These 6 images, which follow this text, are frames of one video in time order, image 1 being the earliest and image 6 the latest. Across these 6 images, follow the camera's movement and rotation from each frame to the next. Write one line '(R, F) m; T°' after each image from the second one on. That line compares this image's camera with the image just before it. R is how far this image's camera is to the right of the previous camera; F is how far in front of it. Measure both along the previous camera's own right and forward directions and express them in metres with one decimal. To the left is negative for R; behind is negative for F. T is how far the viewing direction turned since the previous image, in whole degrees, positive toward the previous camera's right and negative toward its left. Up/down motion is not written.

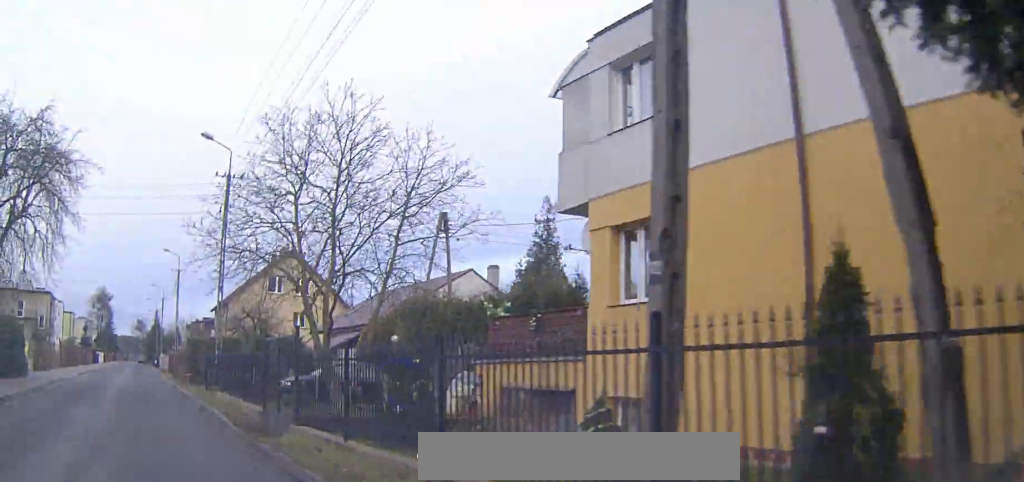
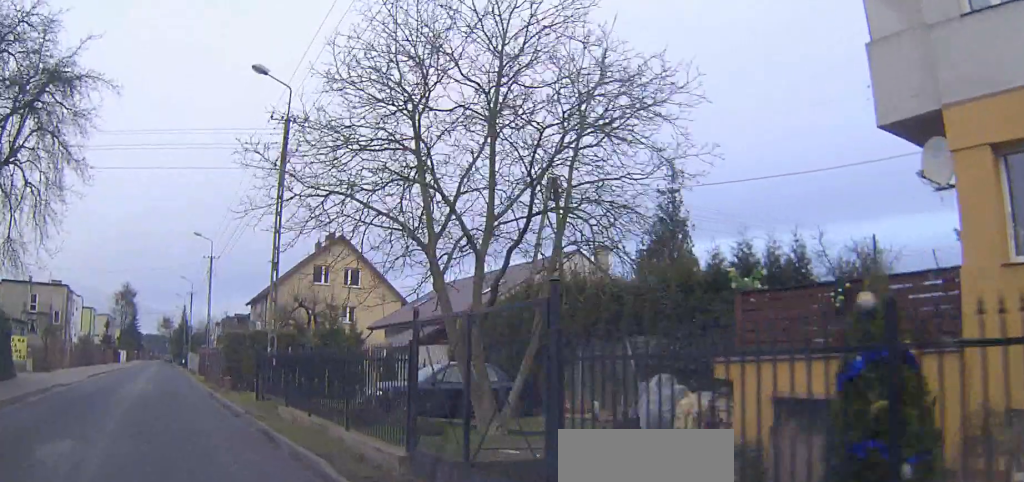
(-0.2, +6.7) m; -3°
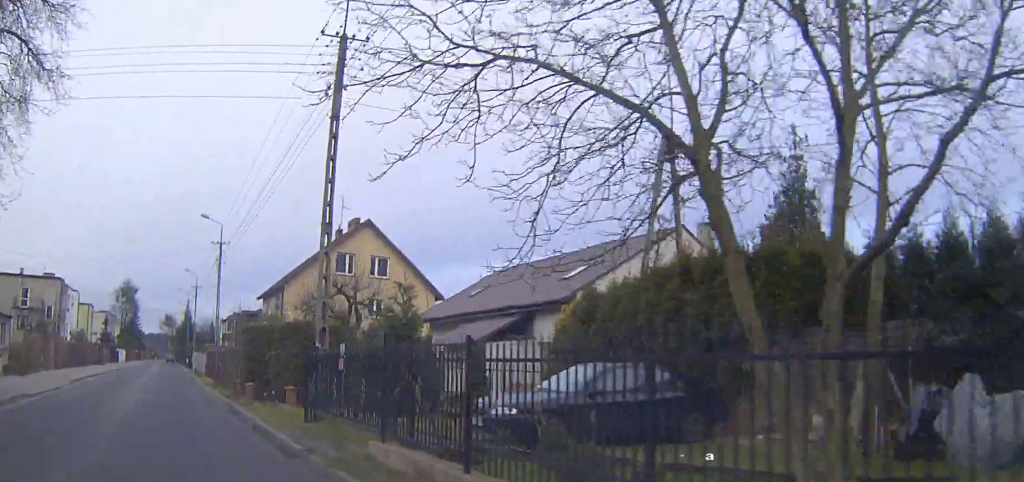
(-0.1, +6.4) m; -3°
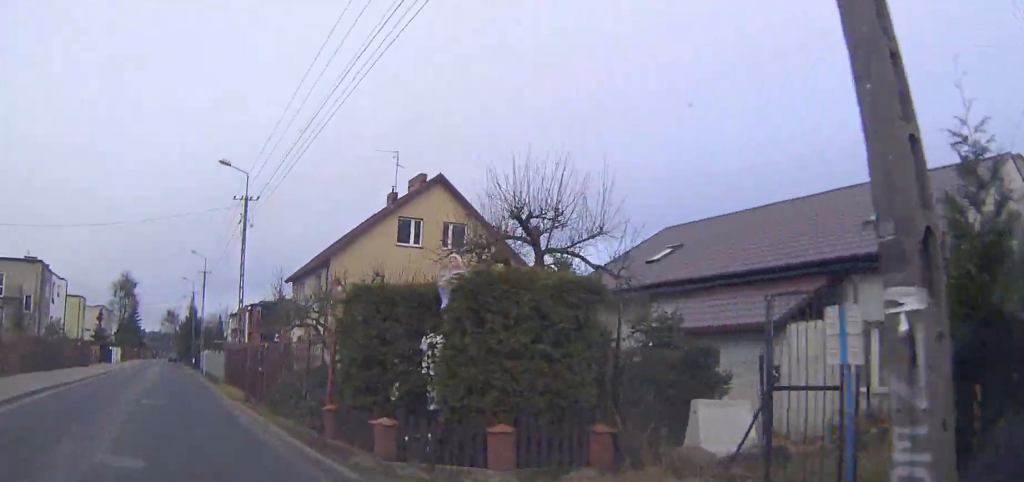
(-0.7, +12.9) m; -5°
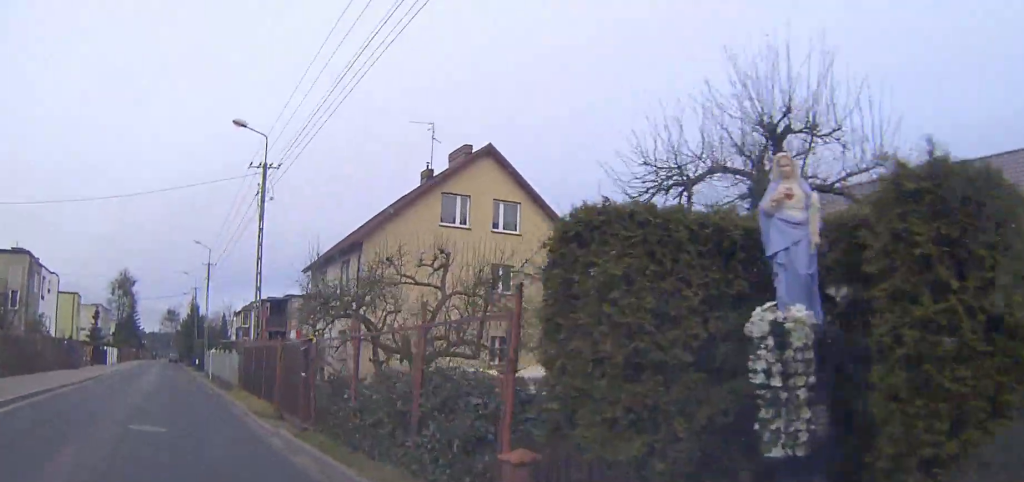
(0.0, +6.0) m; +1°
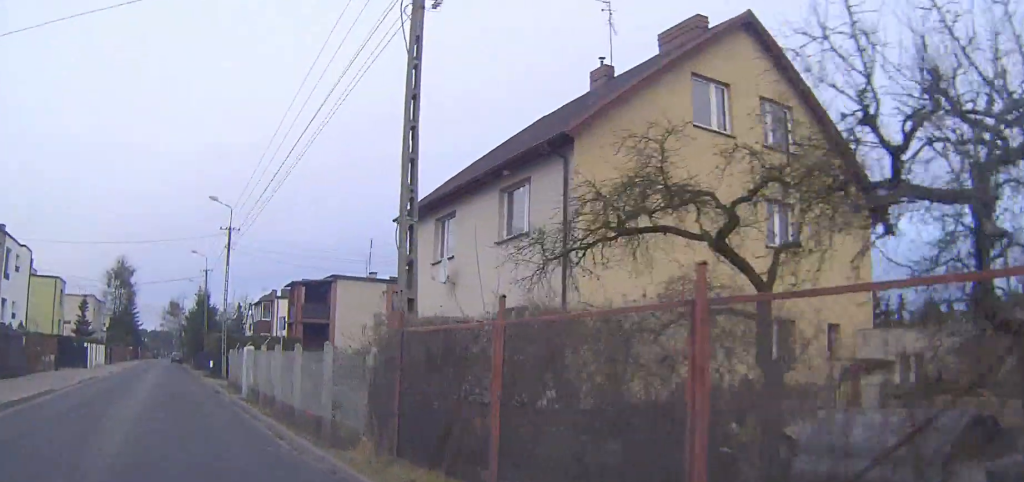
(+0.1, +16.2) m; 0°
